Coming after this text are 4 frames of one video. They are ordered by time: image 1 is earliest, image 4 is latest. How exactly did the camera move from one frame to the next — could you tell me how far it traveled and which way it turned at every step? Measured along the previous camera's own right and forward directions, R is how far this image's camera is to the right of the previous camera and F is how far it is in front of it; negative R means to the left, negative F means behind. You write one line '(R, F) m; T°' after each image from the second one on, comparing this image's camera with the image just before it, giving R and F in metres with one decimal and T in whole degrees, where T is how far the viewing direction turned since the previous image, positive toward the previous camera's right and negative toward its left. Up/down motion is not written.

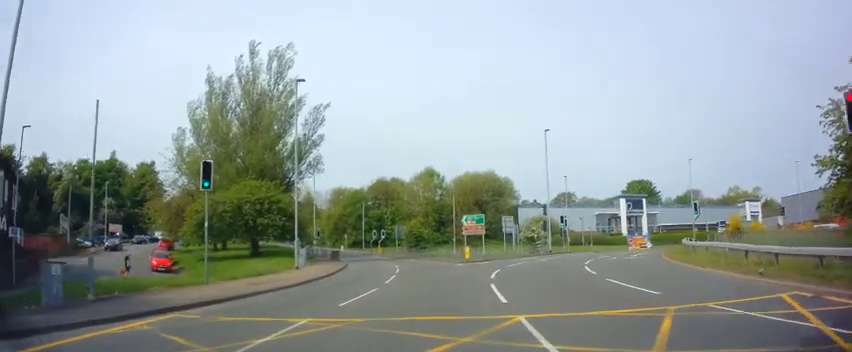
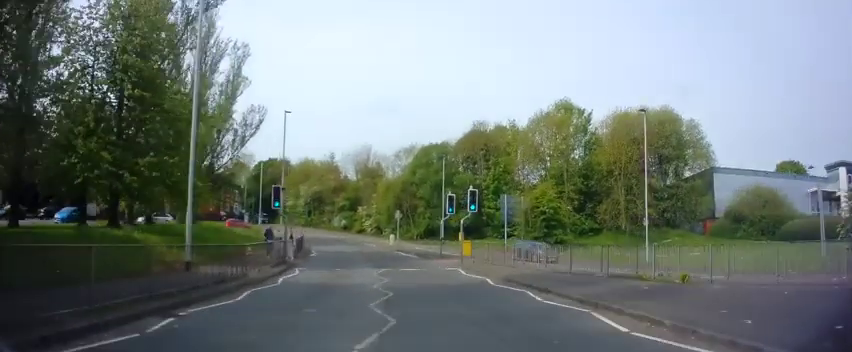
(-0.2, +44.0) m; -10°
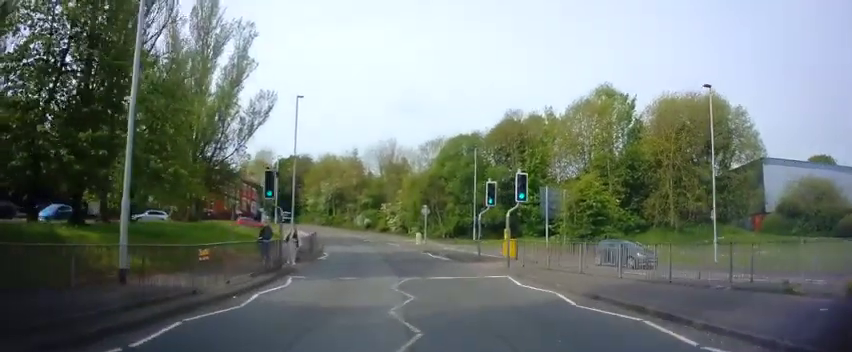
(-0.4, +5.2) m; -3°
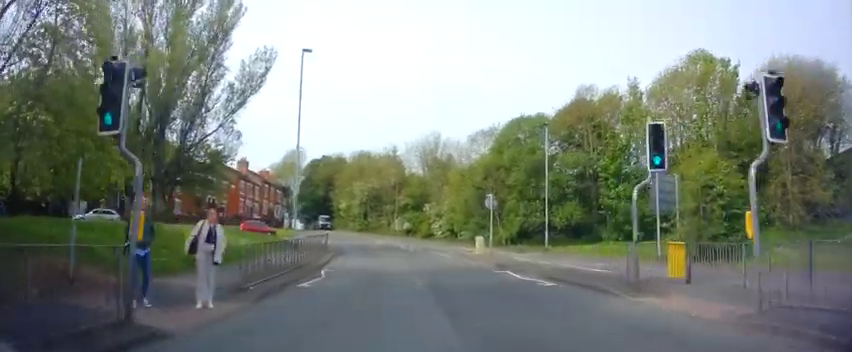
(-0.7, +12.3) m; -6°
